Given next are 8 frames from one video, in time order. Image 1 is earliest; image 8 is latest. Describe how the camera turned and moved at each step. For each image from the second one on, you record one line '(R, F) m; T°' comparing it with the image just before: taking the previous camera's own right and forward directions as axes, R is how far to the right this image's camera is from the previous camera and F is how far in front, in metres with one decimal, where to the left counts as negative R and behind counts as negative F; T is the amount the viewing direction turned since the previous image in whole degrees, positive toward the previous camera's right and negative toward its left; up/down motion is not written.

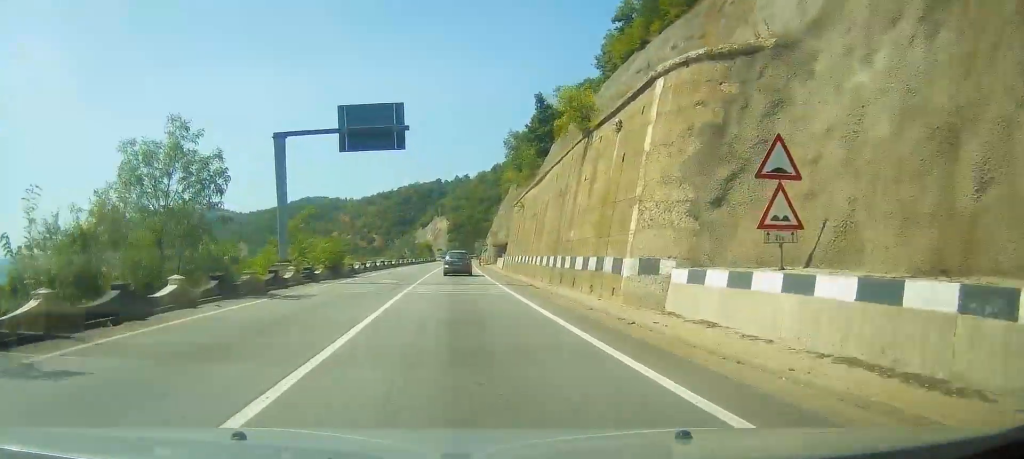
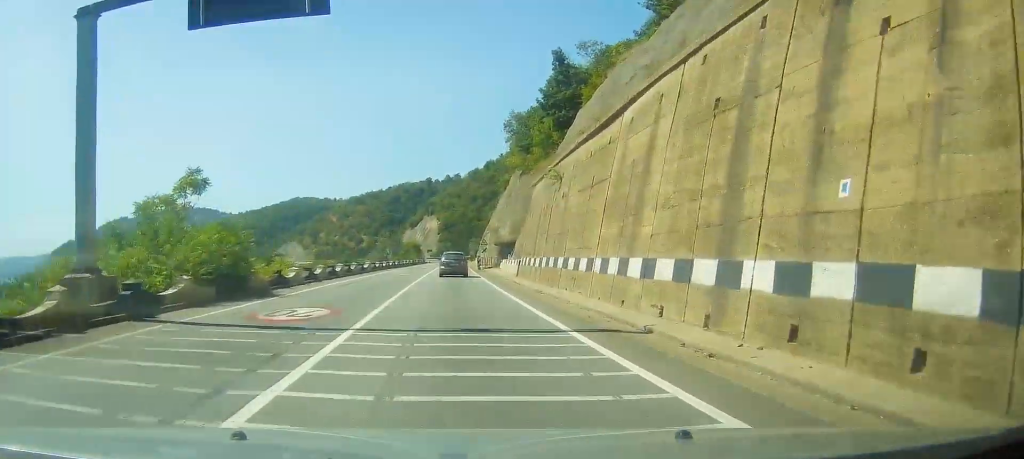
(+0.2, +16.9) m; 0°
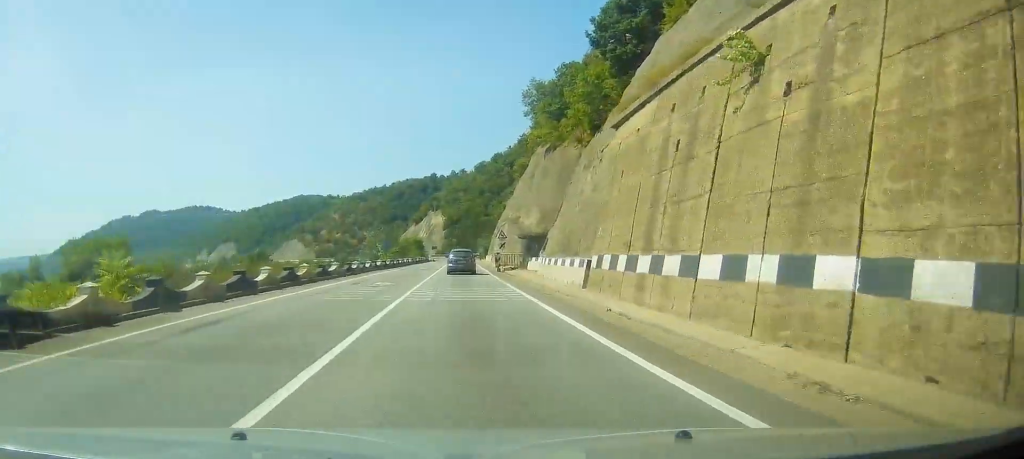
(+0.2, +17.5) m; 0°
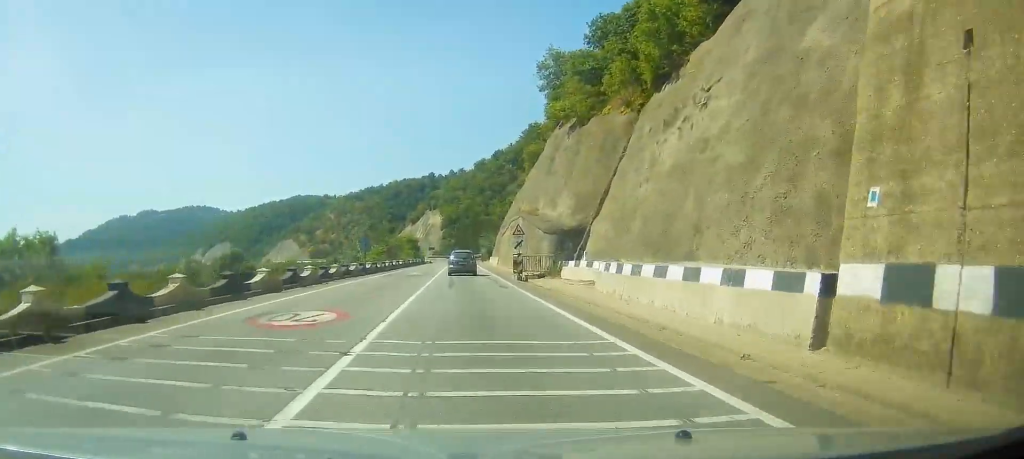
(-0.1, +14.1) m; 0°
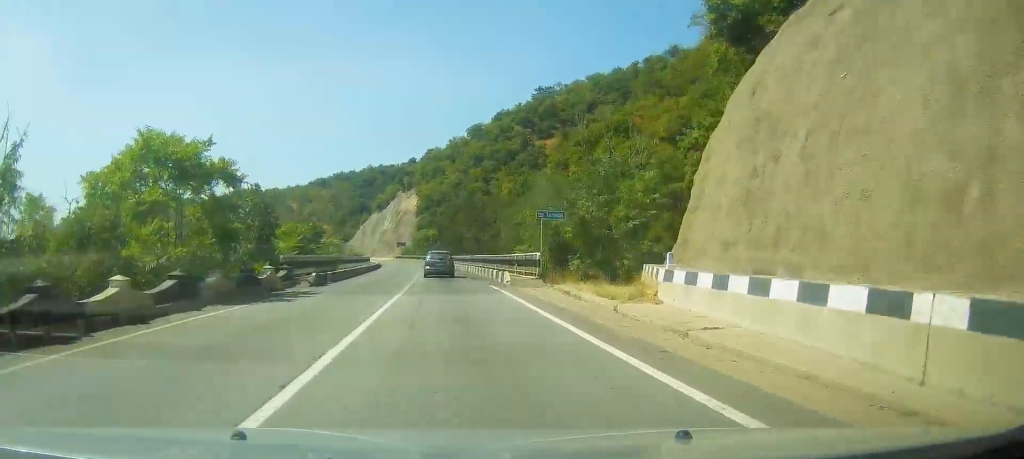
(+1.1, +91.1) m; 0°
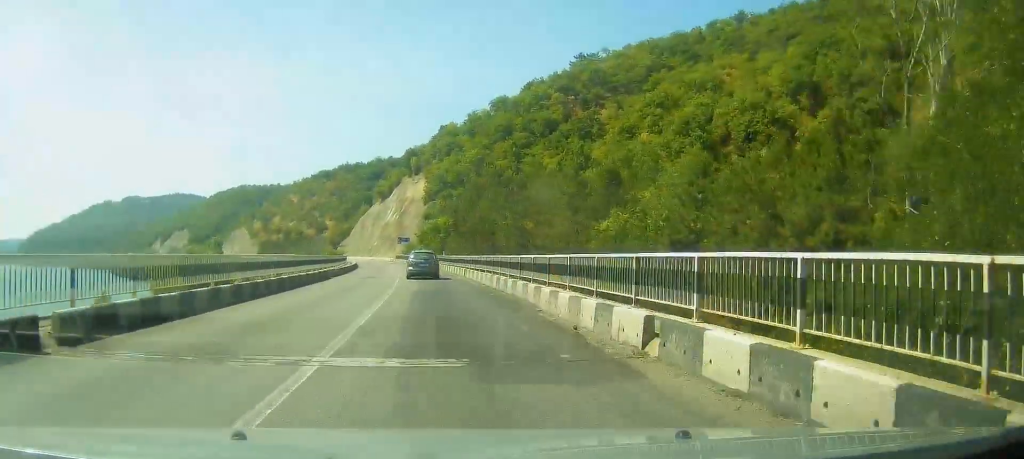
(-0.4, +41.2) m; -2°
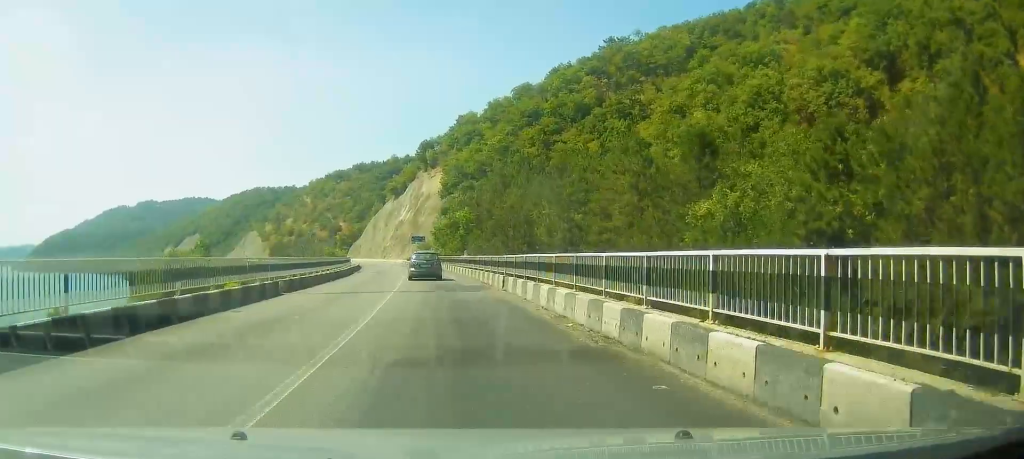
(0.0, +15.1) m; -1°
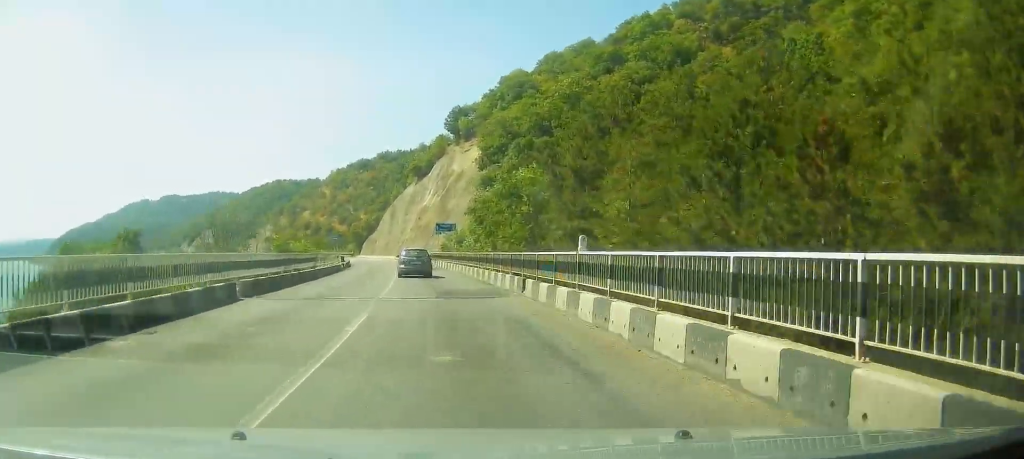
(-0.9, +35.9) m; -4°
